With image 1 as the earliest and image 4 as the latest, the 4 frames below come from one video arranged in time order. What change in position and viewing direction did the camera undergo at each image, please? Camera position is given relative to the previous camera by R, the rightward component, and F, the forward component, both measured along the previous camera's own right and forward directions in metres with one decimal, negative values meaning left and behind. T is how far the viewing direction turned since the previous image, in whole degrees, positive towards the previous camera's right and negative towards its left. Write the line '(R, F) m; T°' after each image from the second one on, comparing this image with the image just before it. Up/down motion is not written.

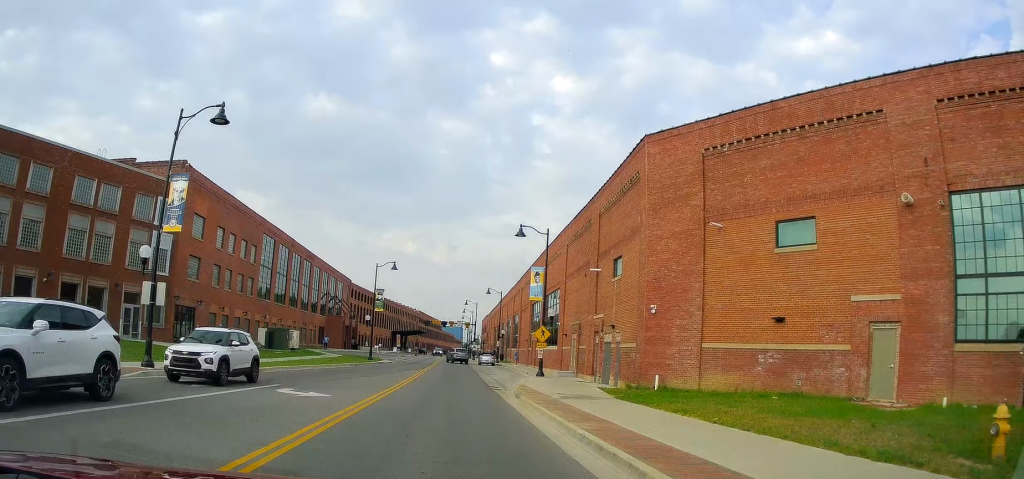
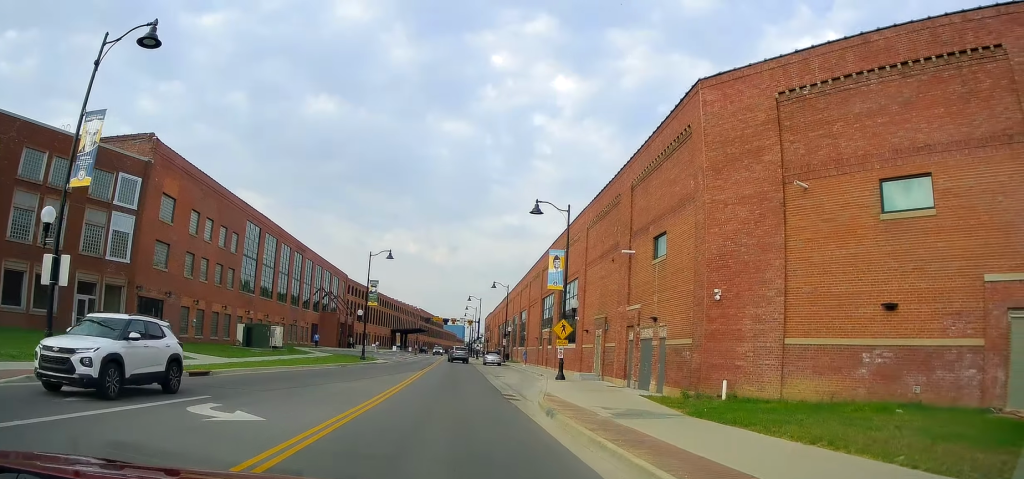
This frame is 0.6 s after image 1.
(0.0, +3.4) m; 0°
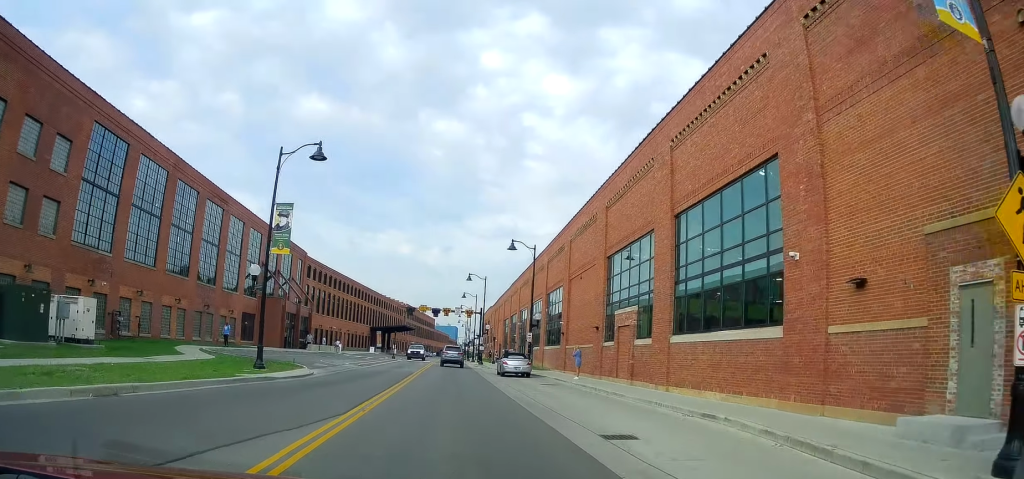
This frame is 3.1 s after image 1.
(0.0, +16.9) m; -3°
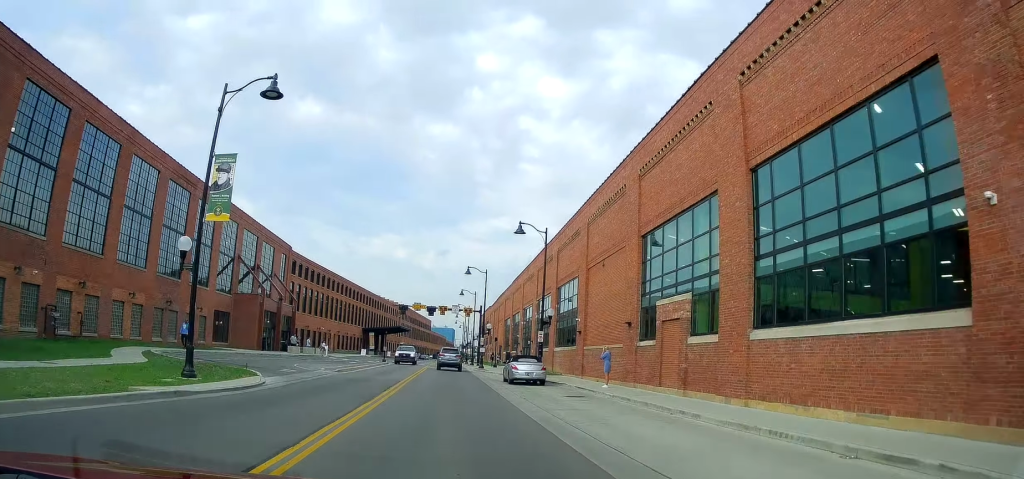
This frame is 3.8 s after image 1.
(-0.2, +4.5) m; -1°
